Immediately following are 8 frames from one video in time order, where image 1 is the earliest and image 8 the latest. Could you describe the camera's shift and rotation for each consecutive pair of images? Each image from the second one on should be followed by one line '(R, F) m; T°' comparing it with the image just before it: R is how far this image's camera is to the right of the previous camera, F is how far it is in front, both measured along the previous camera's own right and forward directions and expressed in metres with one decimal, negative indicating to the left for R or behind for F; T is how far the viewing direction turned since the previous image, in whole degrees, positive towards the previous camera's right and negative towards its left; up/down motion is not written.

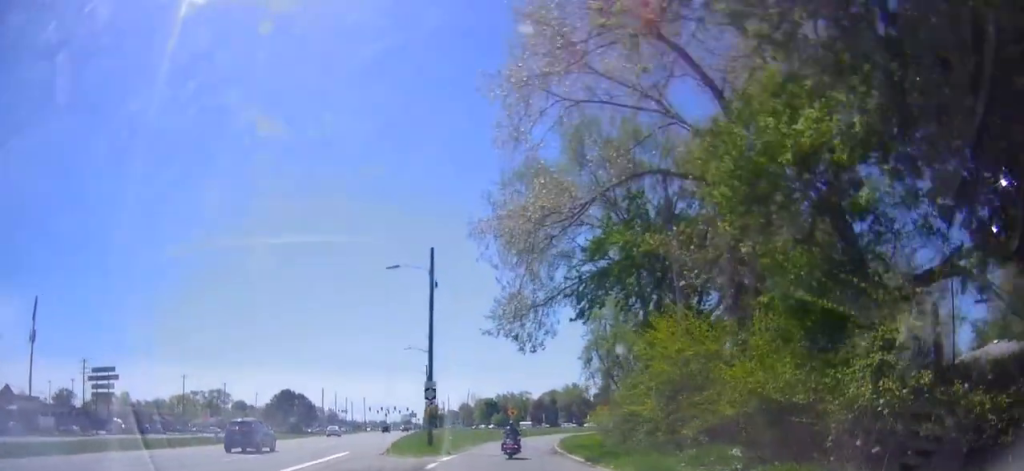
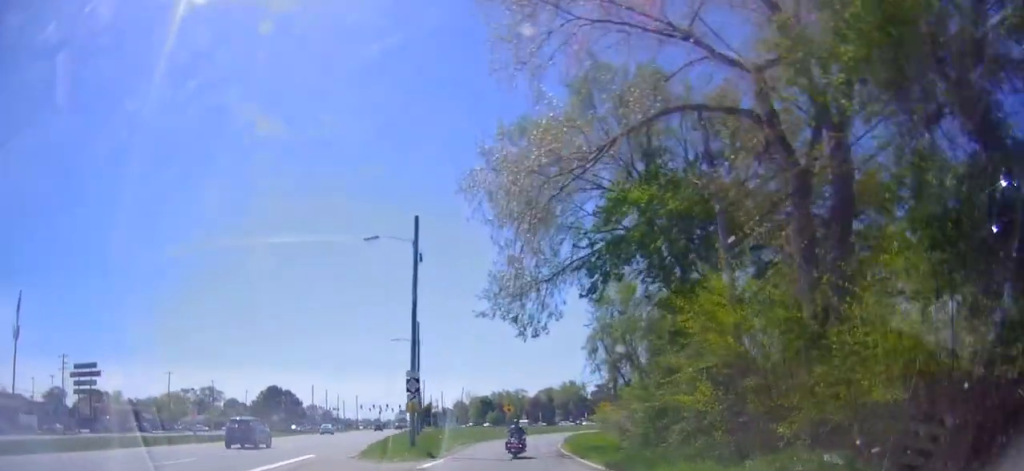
(-0.1, +4.9) m; 0°
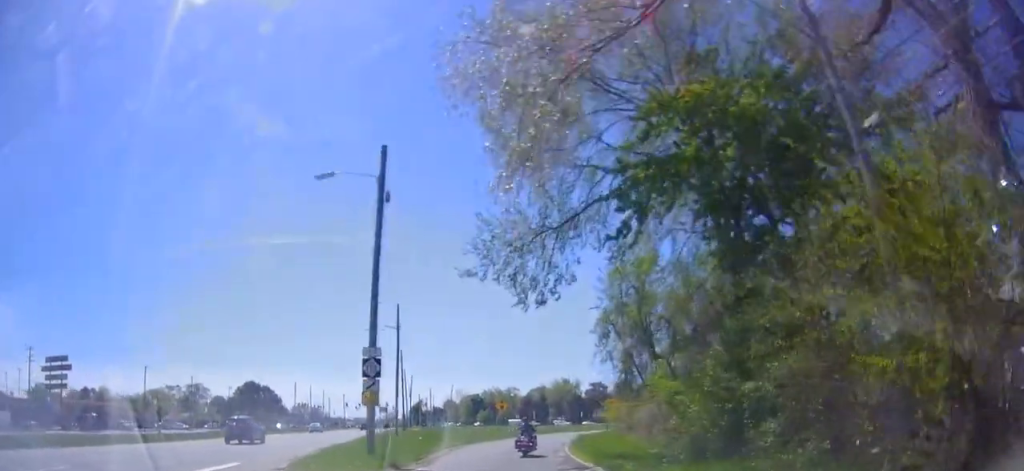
(-0.3, +7.5) m; 0°
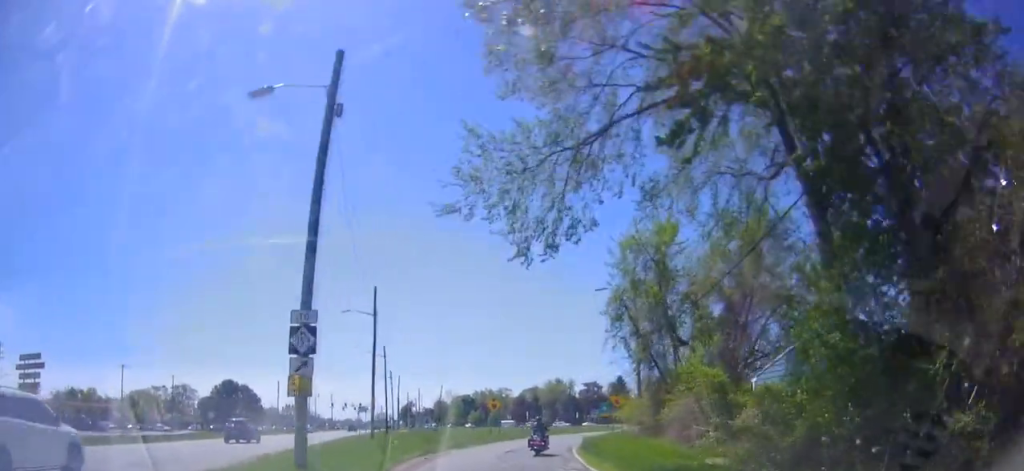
(+0.3, +6.2) m; +2°
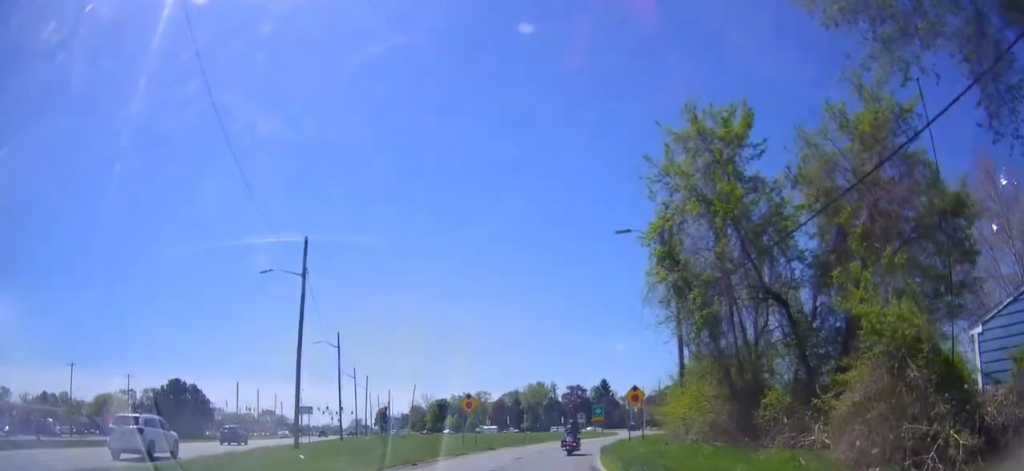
(+0.3, +12.2) m; +4°
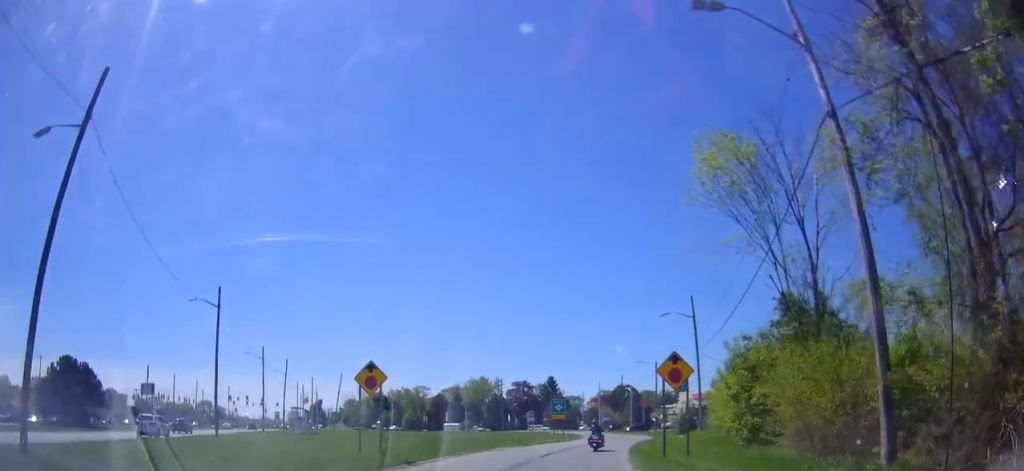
(+0.5, +16.5) m; +2°
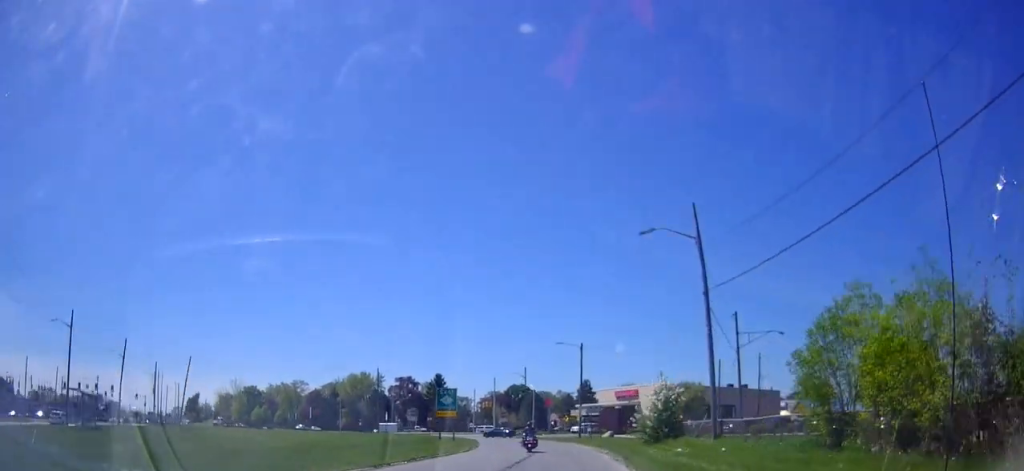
(+1.4, +20.0) m; +12°
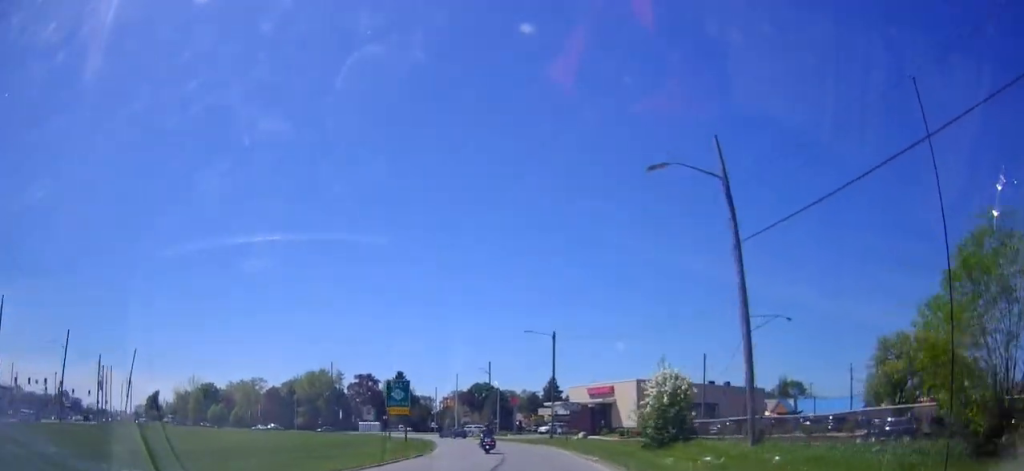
(+0.3, +6.6) m; +2°
